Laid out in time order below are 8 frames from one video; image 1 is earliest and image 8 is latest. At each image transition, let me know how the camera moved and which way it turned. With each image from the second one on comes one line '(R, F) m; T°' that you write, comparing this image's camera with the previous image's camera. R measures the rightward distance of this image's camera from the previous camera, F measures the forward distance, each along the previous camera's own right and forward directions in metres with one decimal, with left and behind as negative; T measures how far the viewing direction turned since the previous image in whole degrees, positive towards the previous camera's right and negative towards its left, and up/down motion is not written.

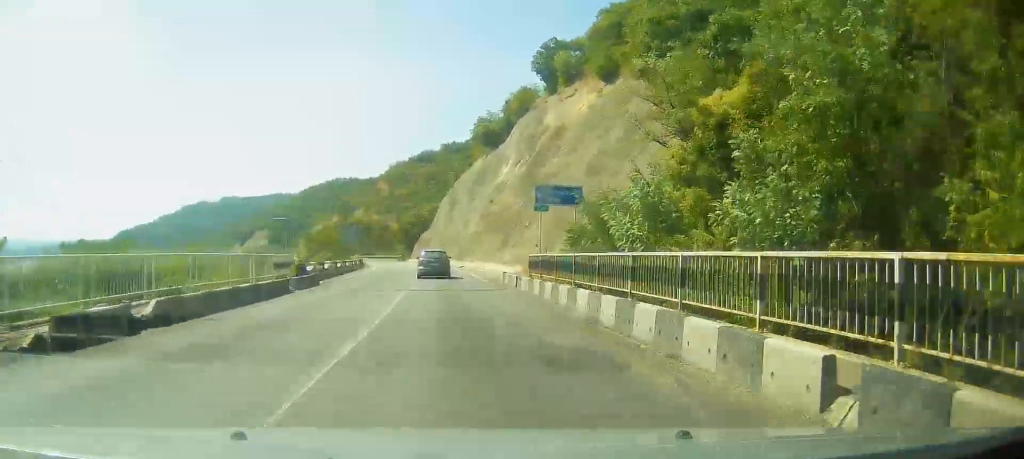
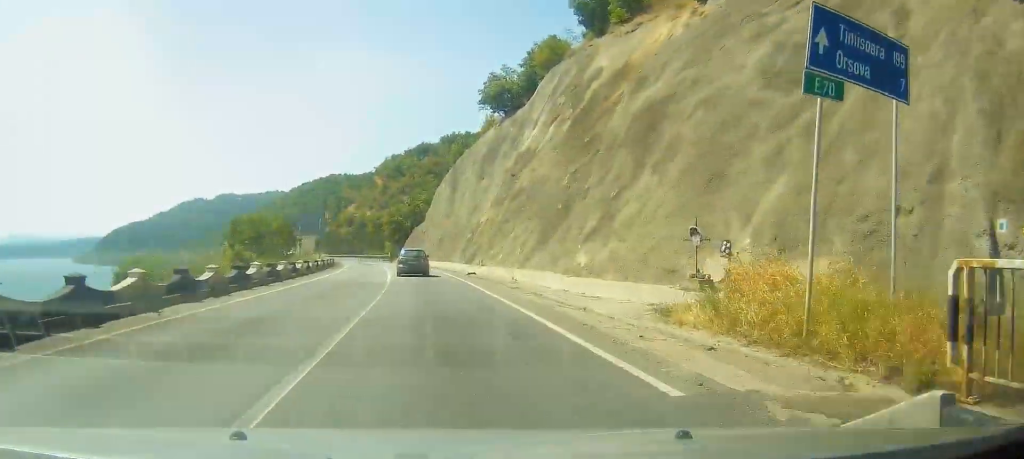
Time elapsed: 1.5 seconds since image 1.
(-0.3, +25.0) m; -2°
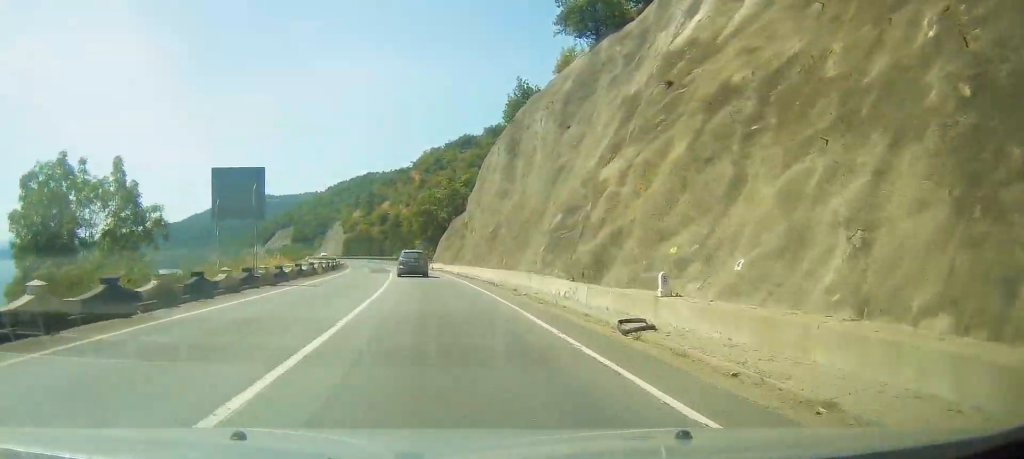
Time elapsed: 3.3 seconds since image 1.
(-0.5, +29.3) m; -3°
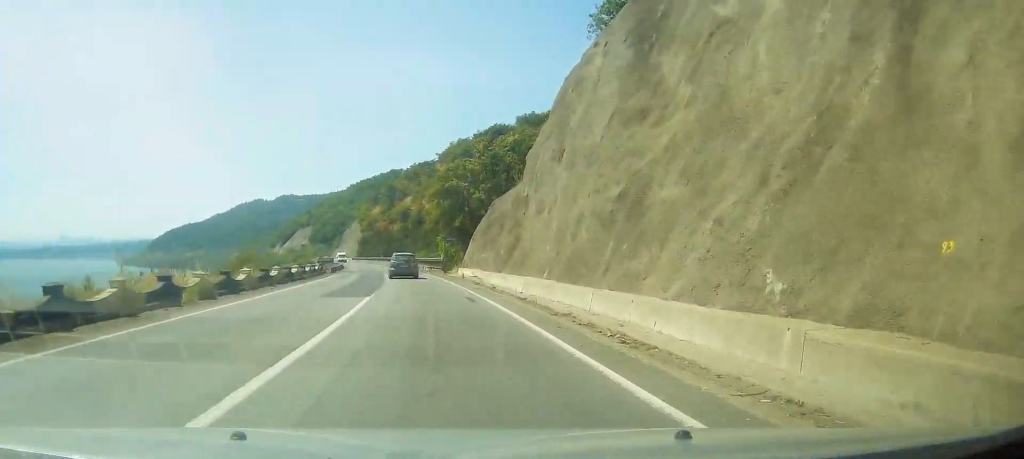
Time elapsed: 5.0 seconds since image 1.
(-0.9, +27.2) m; -4°
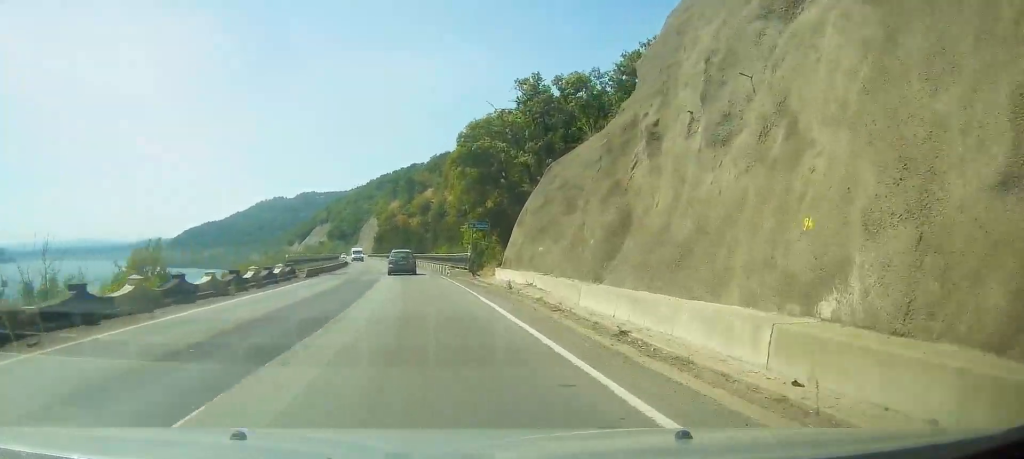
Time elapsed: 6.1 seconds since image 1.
(-0.4, +17.5) m; -2°
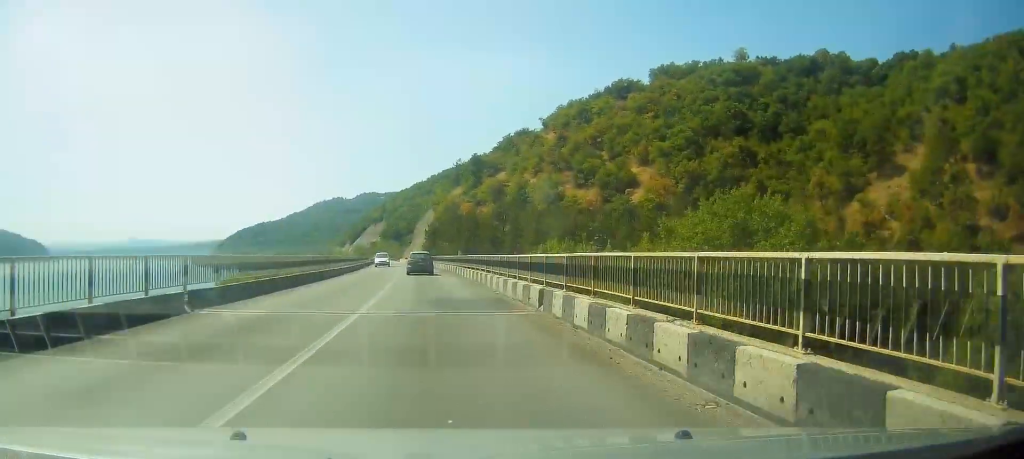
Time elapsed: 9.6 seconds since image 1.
(-2.4, +59.1) m; -4°
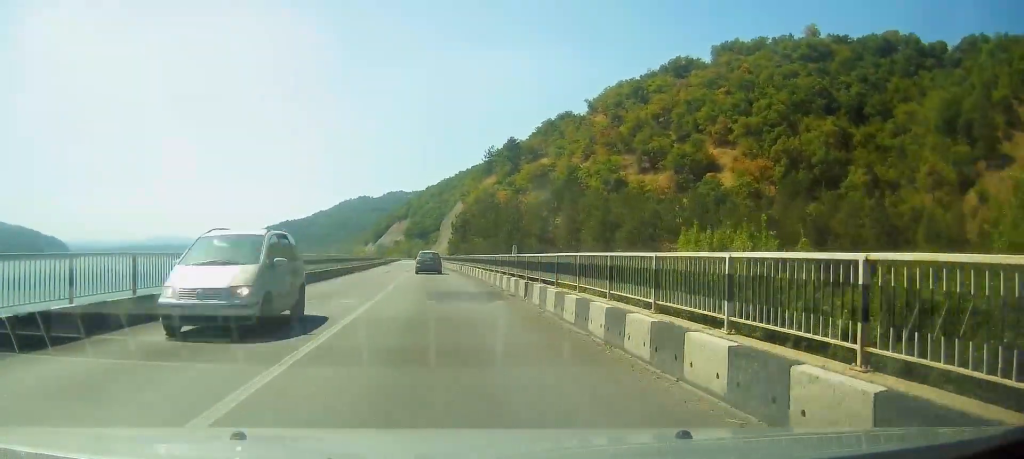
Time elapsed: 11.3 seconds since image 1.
(-0.9, +28.2) m; -2°
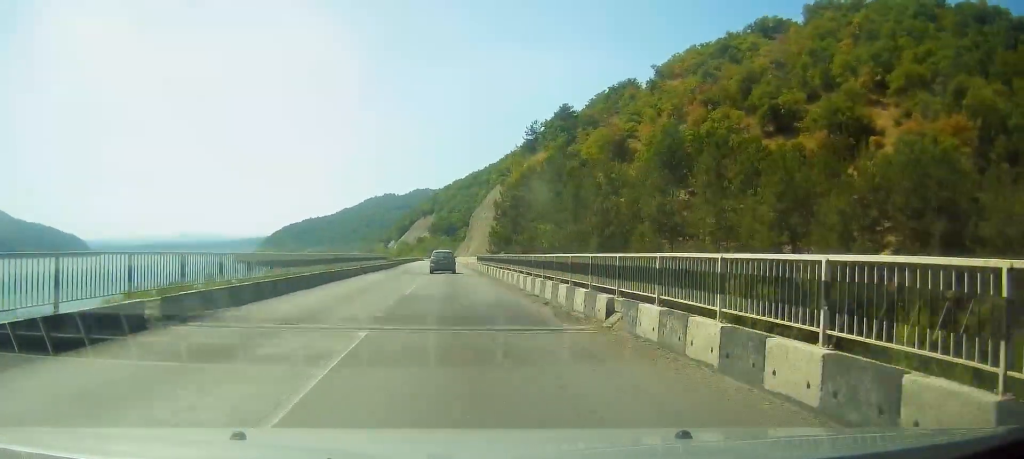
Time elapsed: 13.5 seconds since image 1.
(-0.7, +37.0) m; -1°
